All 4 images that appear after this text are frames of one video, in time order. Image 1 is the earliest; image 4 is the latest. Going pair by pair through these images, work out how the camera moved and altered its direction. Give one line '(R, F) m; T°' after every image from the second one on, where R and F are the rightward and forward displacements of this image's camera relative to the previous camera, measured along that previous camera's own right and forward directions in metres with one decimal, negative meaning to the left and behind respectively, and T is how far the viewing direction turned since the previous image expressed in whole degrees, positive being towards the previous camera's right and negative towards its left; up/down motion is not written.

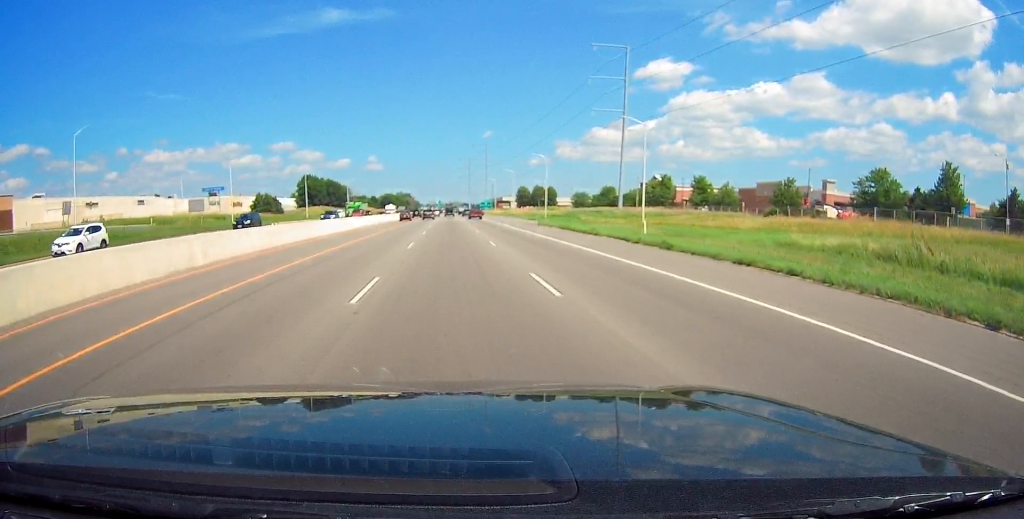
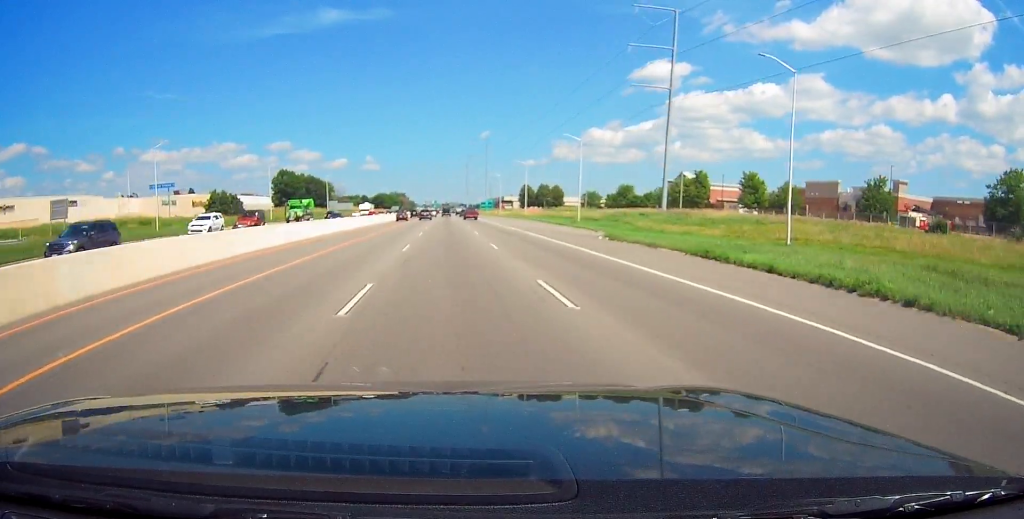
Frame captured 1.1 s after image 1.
(0.0, +31.3) m; 0°
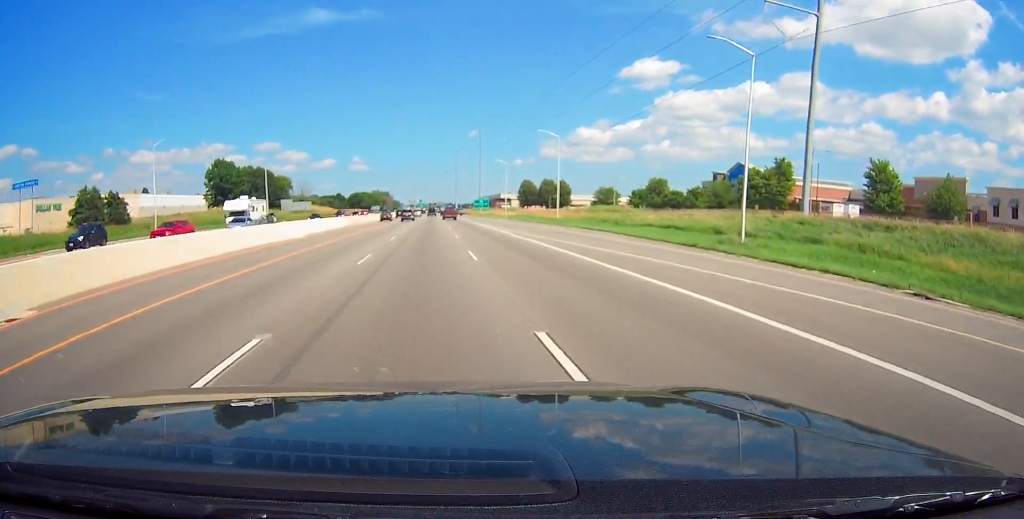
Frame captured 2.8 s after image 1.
(+0.3, +50.7) m; +1°
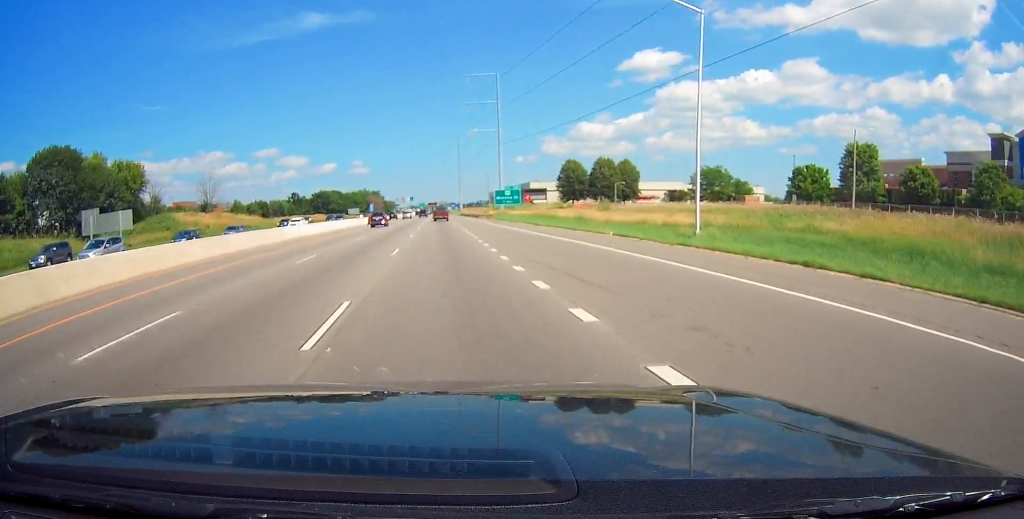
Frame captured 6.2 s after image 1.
(+0.6, +101.6) m; 0°
